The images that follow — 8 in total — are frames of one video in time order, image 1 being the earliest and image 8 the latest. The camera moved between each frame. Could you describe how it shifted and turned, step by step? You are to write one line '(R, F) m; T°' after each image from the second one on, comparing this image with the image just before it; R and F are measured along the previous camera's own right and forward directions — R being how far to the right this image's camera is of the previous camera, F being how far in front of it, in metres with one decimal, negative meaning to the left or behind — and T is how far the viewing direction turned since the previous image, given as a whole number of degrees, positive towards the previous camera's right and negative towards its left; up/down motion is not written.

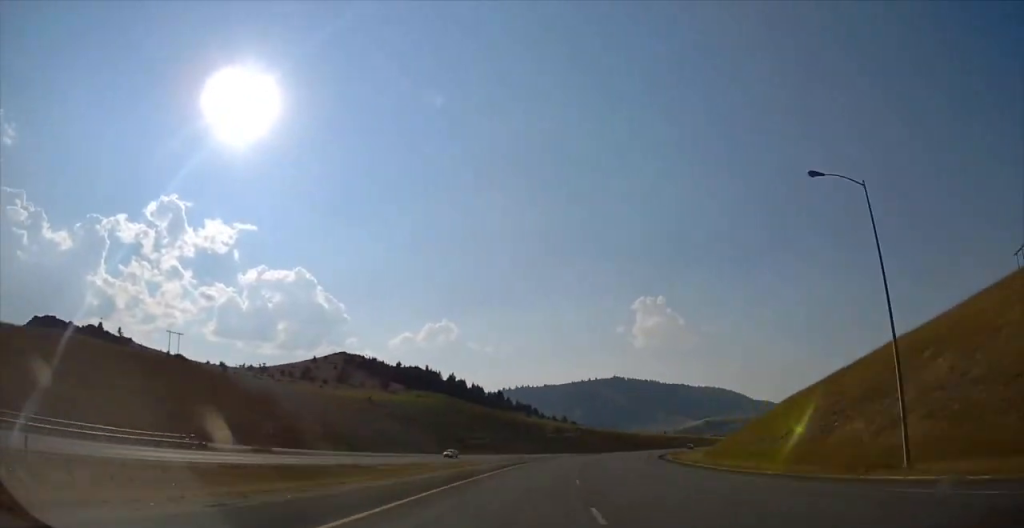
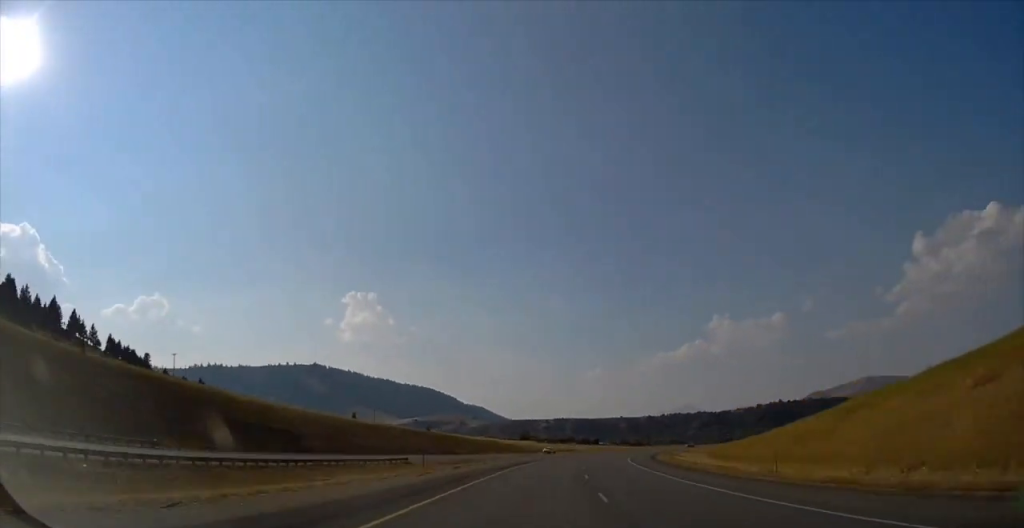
(+19.0, +206.2) m; +21°
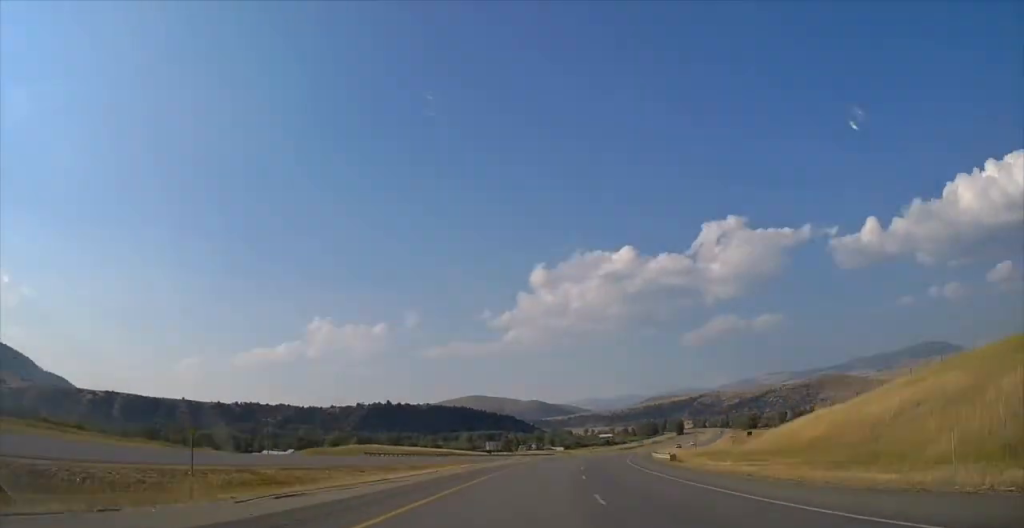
(+90.6, +286.5) m; +28°
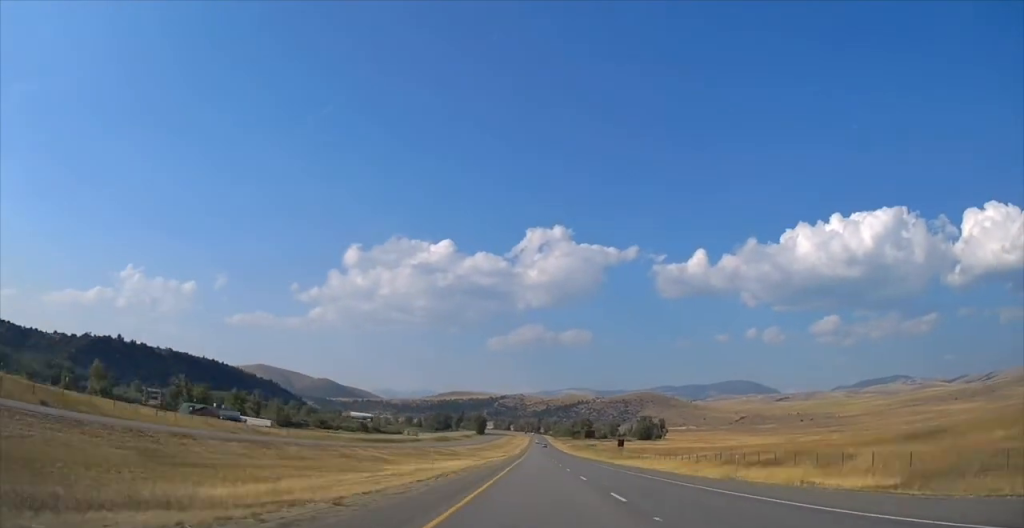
(+40.8, +221.6) m; +9°
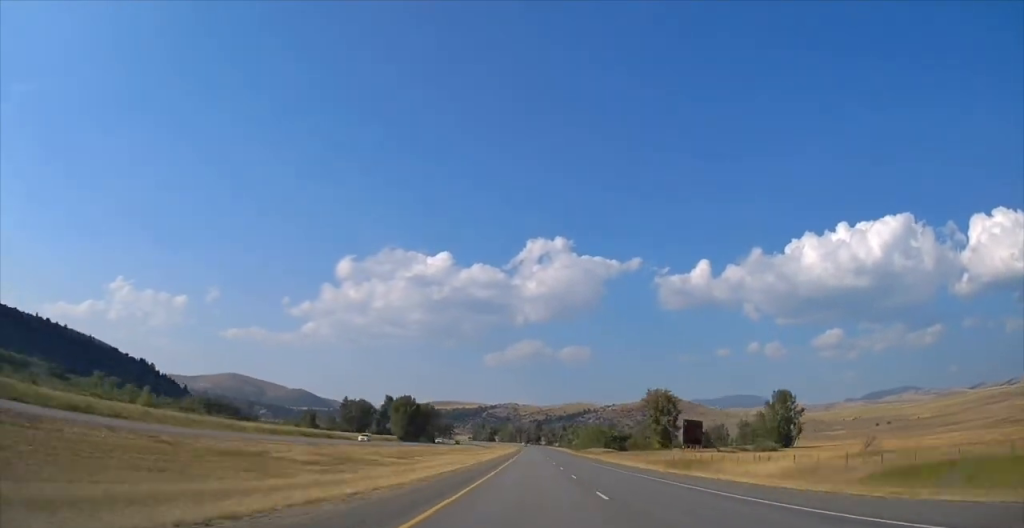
(+11.3, +319.2) m; -1°
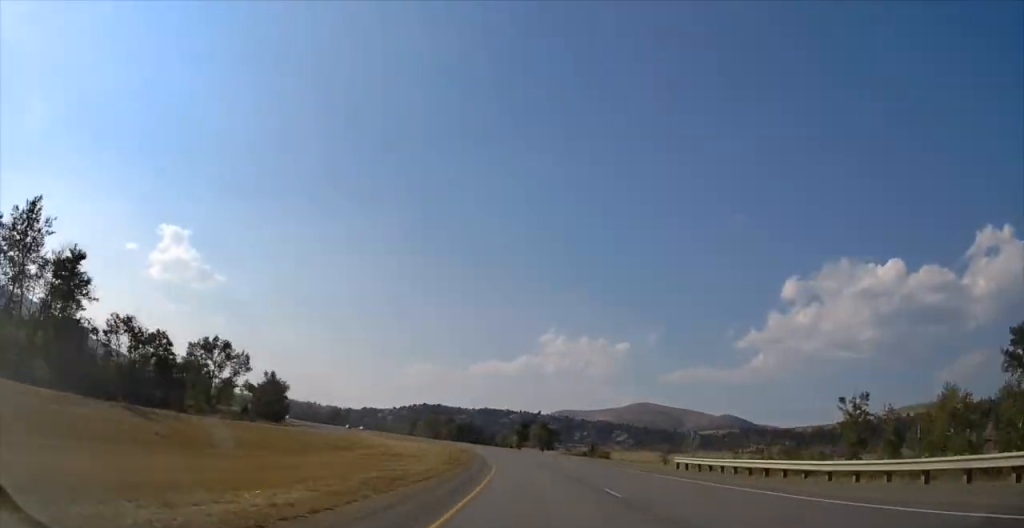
(-227.5, +642.6) m; -48°
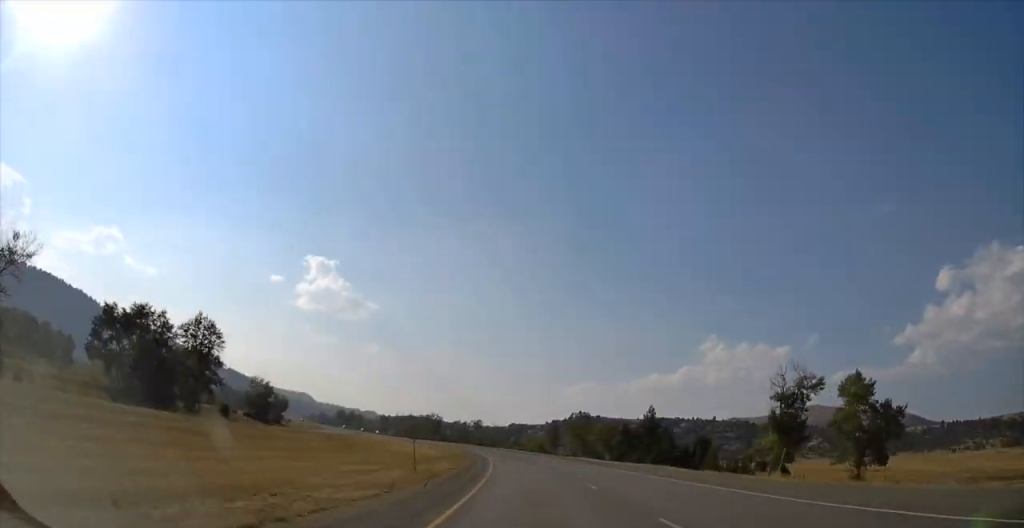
(-25.7, +154.3) m; -11°
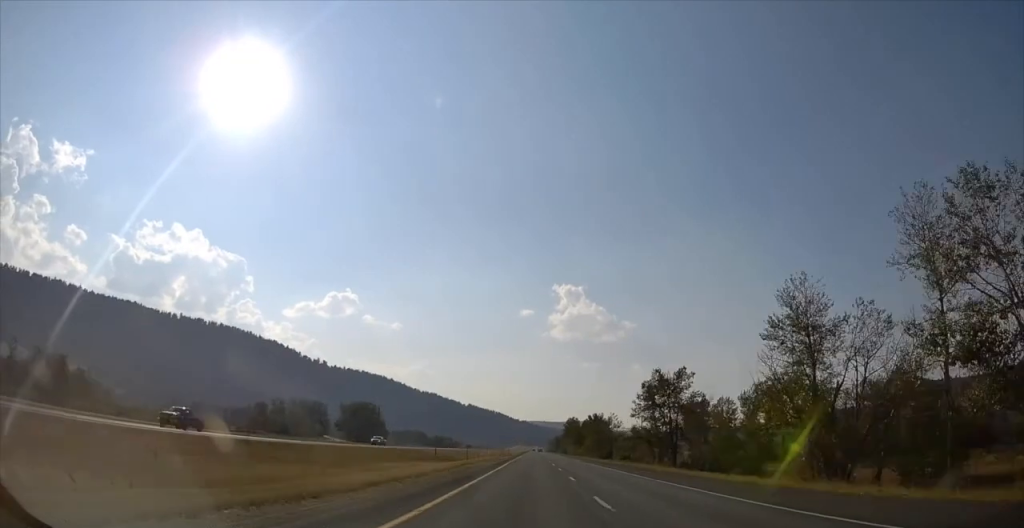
(-55.2, +316.2) m; -12°
